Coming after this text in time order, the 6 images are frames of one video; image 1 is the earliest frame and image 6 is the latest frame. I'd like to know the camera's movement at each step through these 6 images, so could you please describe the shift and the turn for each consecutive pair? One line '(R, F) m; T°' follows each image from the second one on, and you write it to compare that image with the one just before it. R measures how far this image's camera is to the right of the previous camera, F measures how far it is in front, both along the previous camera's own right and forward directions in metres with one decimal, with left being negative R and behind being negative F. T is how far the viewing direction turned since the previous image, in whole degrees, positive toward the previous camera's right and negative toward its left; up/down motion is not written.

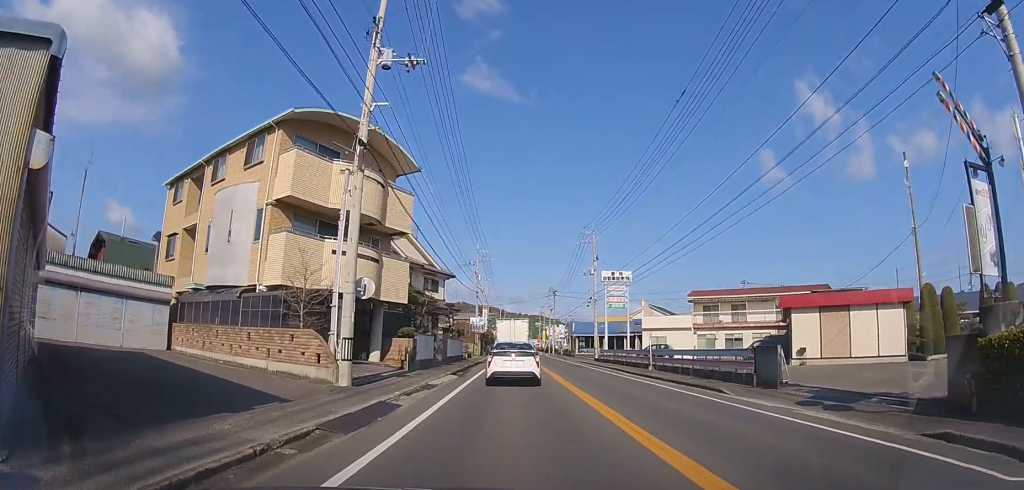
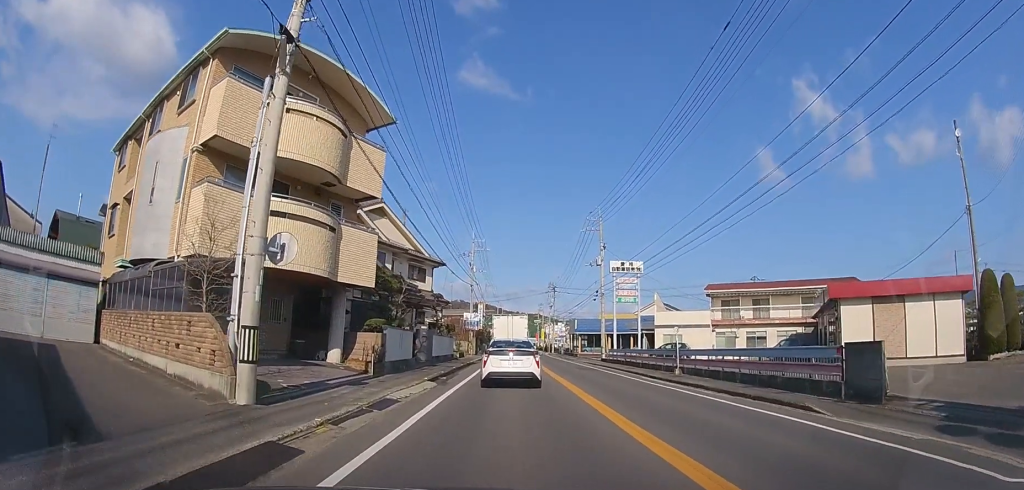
(0.0, +5.0) m; +1°
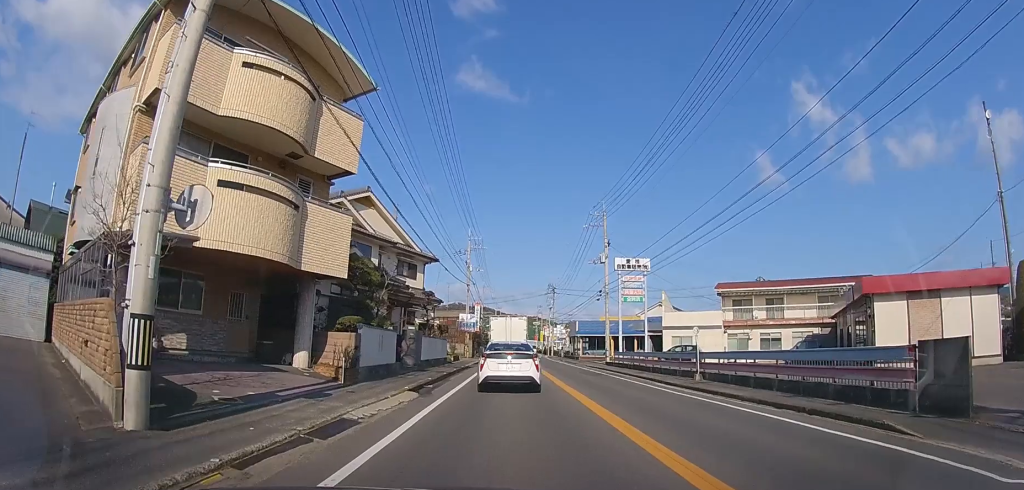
(0.0, +2.7) m; 0°
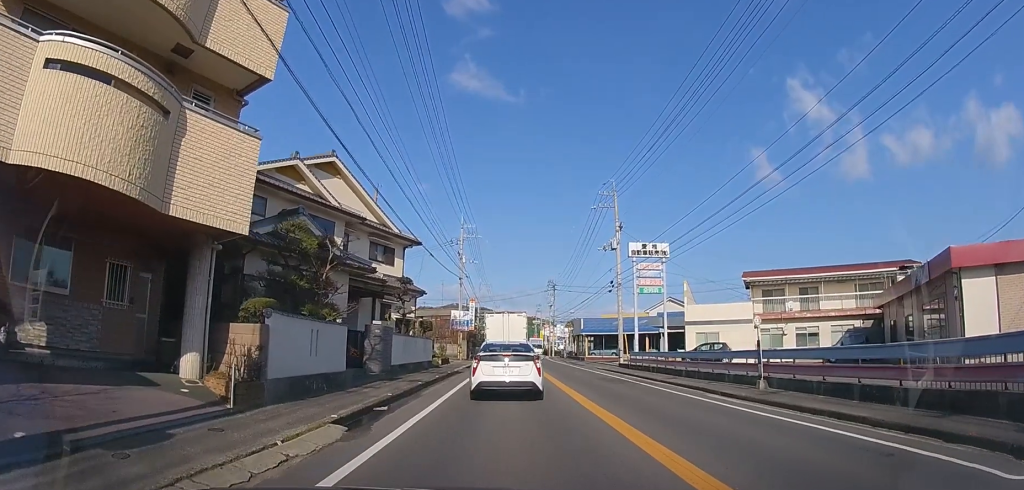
(0.0, +4.6) m; 0°
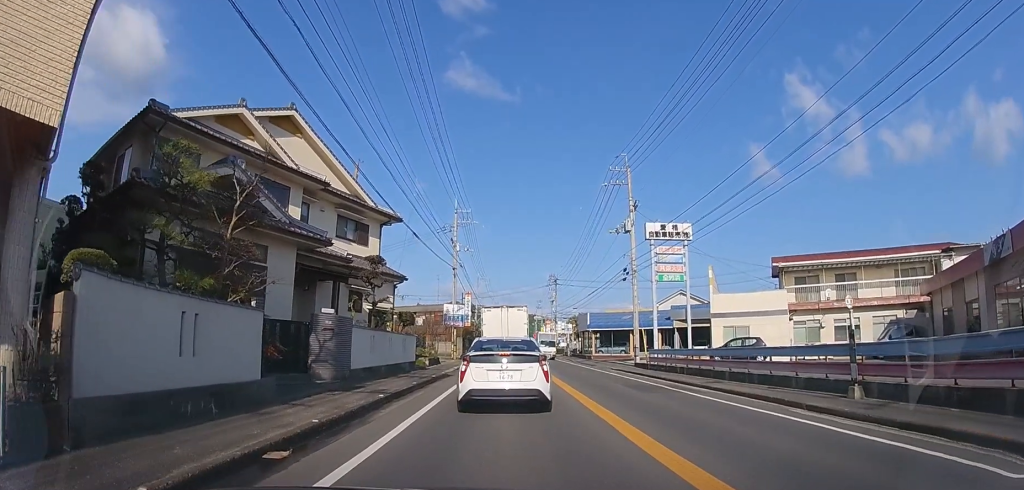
(0.0, +3.4) m; 0°
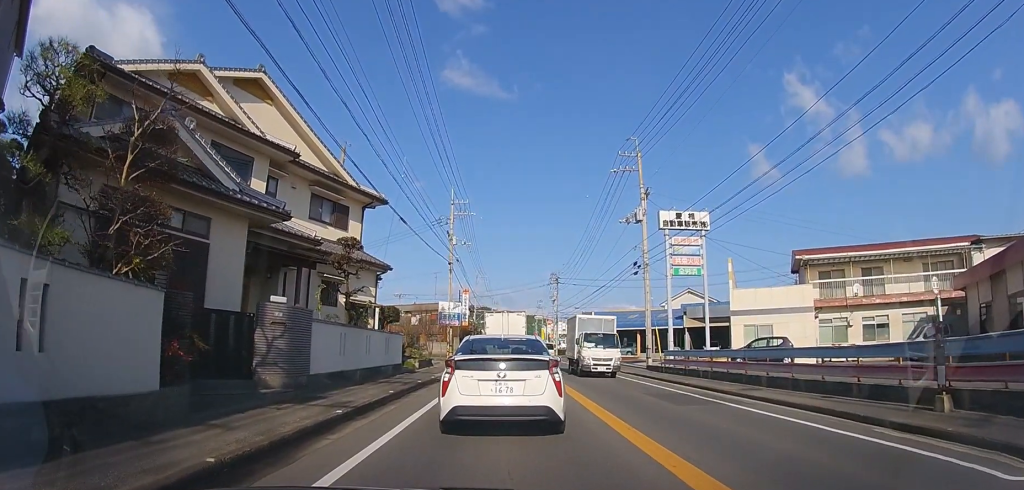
(0.0, +2.8) m; 0°
